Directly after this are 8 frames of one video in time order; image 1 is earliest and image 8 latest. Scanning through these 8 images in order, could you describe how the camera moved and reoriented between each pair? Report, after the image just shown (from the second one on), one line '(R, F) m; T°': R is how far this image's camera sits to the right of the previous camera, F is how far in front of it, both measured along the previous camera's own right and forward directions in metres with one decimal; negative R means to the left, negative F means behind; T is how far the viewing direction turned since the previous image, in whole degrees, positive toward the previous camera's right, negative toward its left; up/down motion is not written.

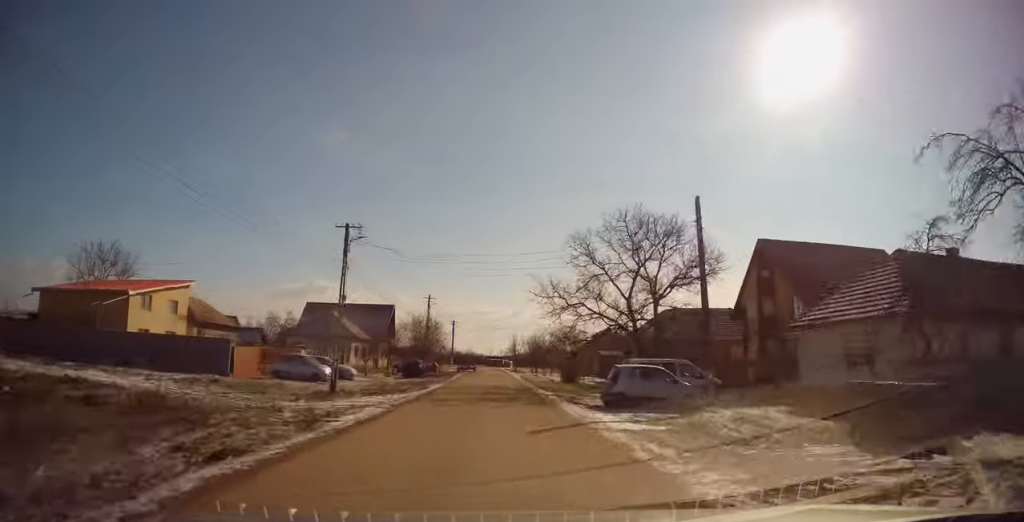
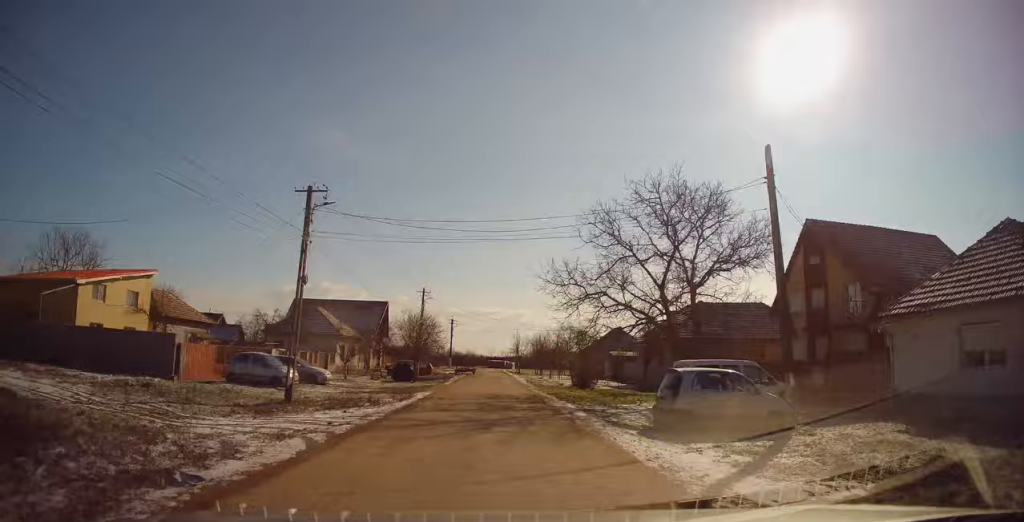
(-0.1, +6.0) m; 0°
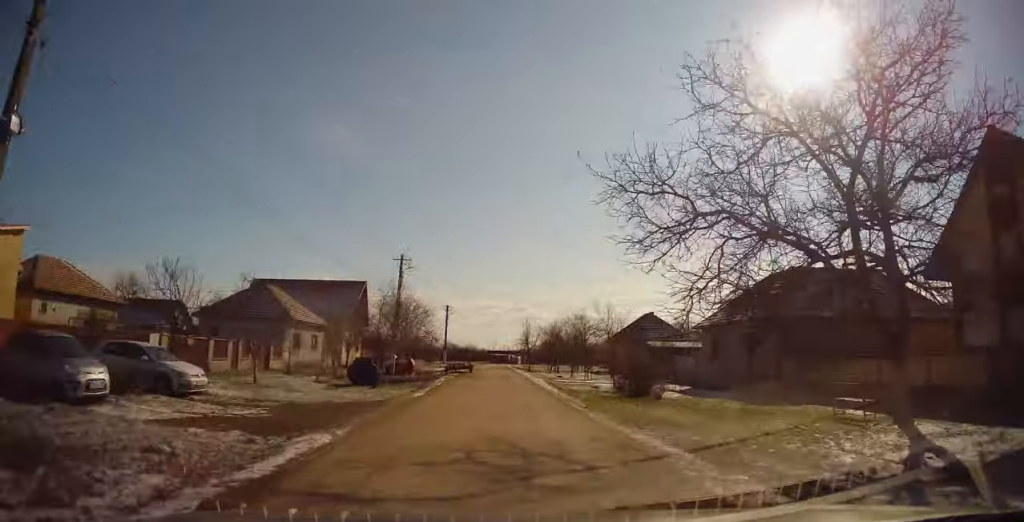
(+0.1, +14.4) m; 0°
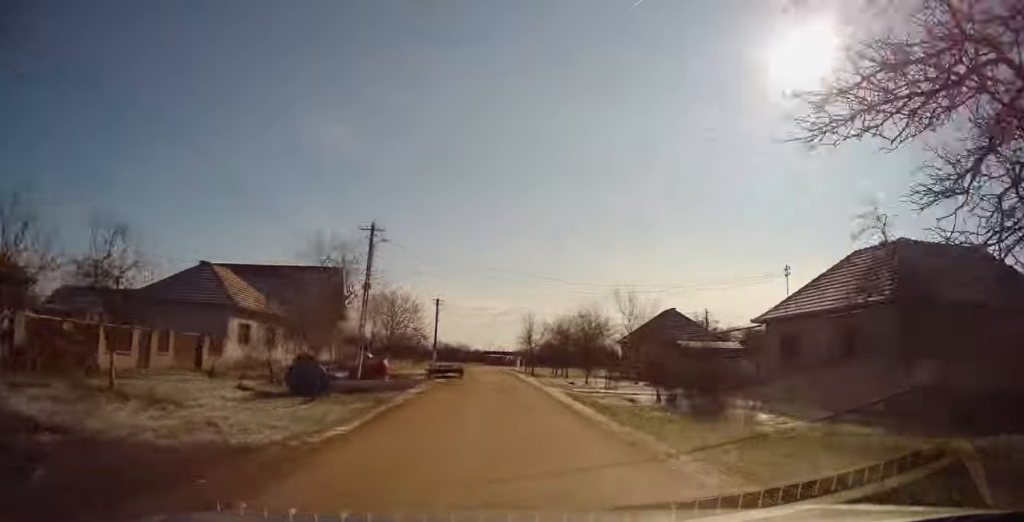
(+0.1, +8.8) m; 0°
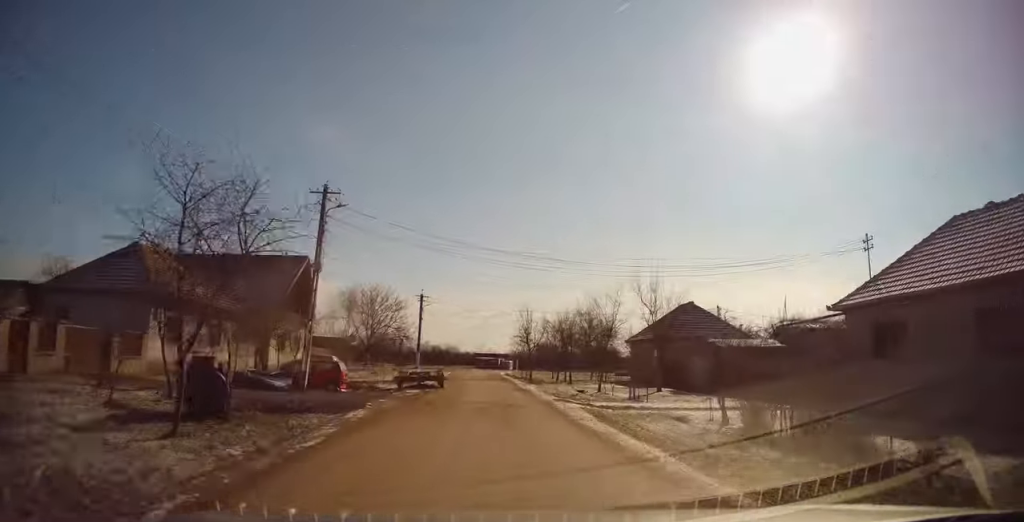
(-0.1, +7.1) m; 0°
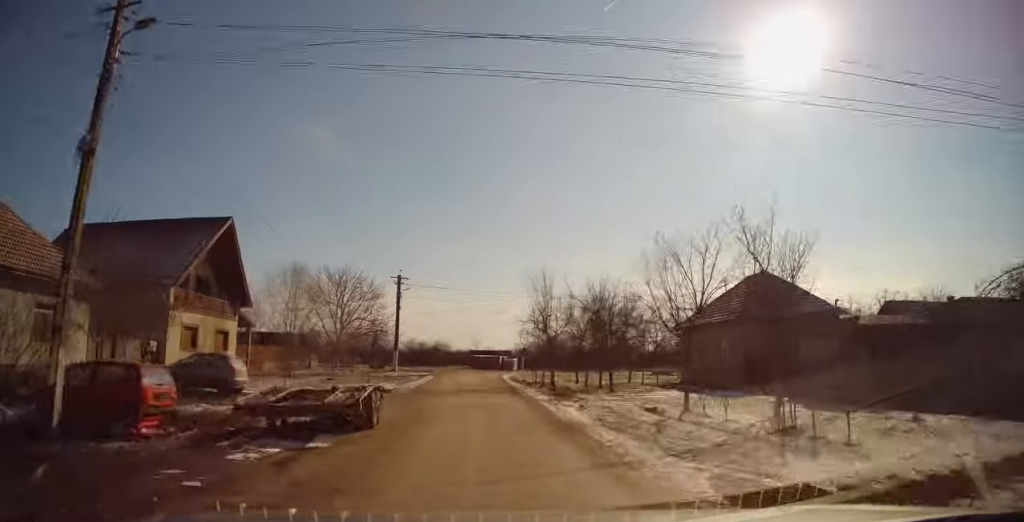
(+0.1, +13.4) m; +1°
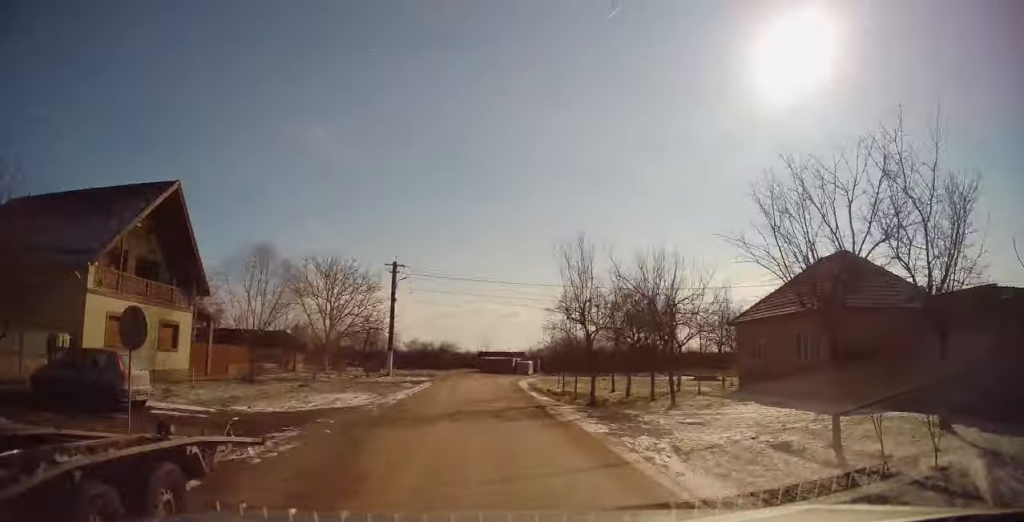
(+0.1, +7.1) m; 0°
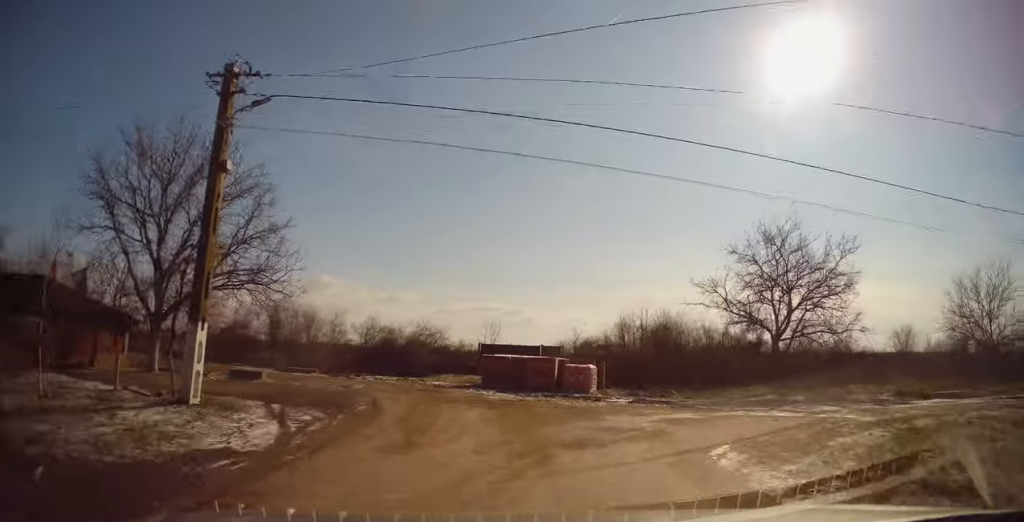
(-0.7, +26.6) m; -2°
